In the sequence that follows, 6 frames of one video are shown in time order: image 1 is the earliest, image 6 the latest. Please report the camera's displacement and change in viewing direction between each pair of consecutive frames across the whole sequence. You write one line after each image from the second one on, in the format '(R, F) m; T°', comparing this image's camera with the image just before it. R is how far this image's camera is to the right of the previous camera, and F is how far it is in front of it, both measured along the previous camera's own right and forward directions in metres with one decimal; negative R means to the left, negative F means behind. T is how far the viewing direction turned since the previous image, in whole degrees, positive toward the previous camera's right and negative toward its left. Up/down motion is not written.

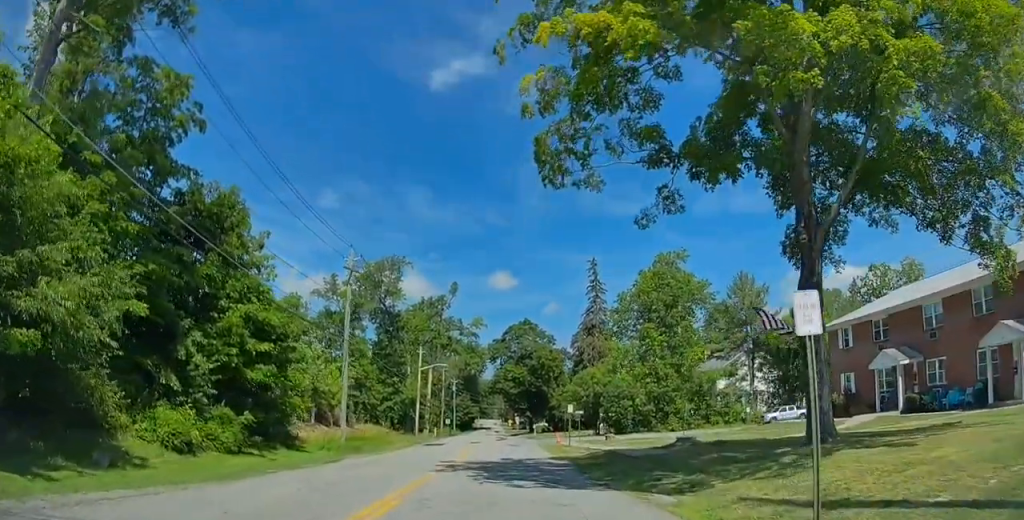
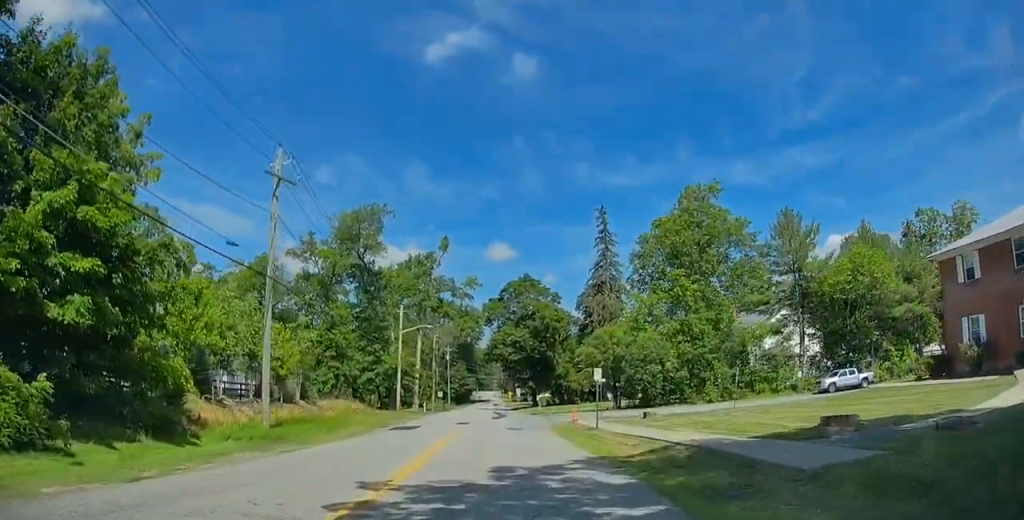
(-0.1, +12.1) m; -3°
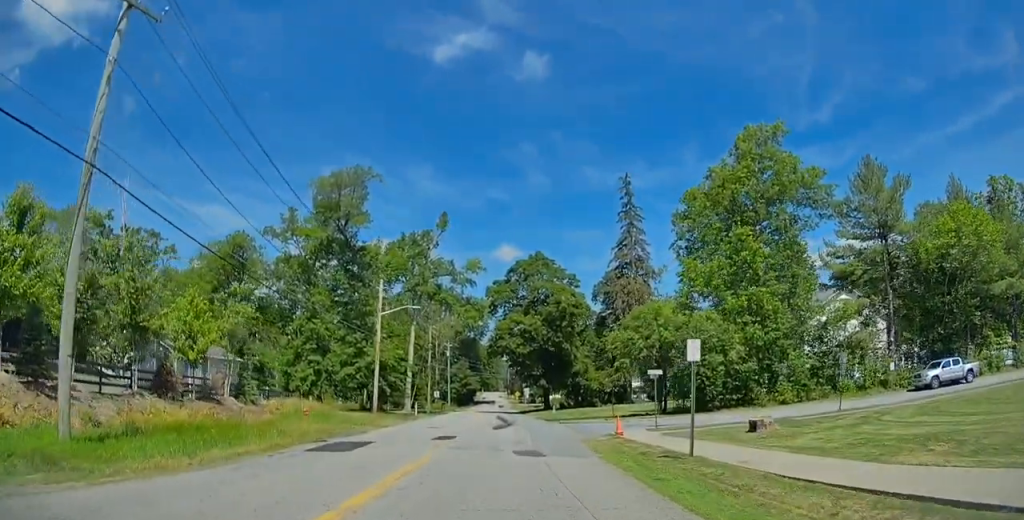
(-0.4, +12.5) m; -2°
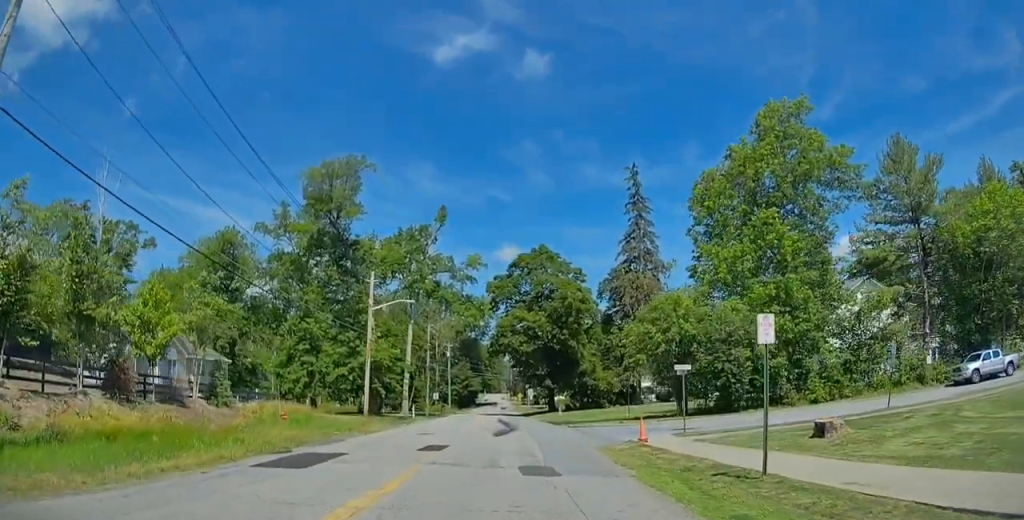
(-0.1, +3.8) m; 0°
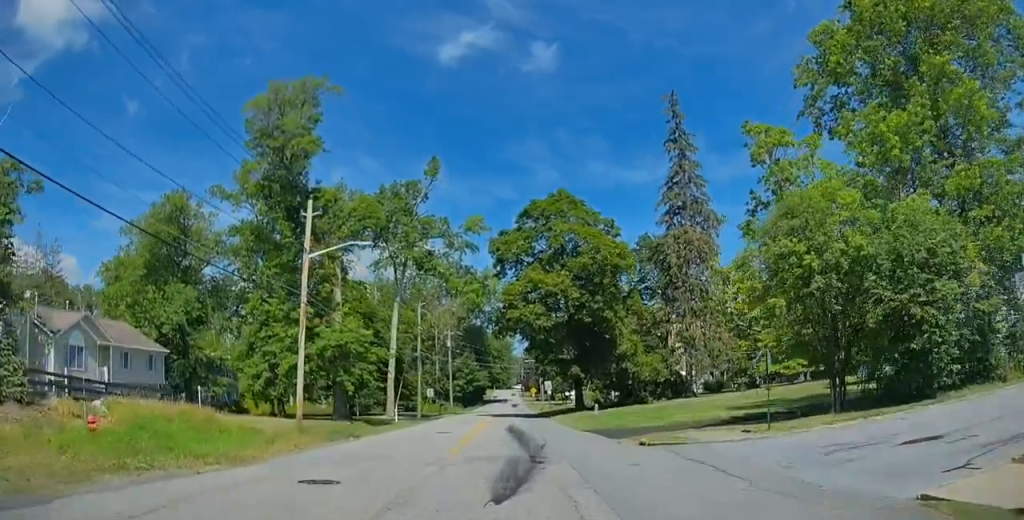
(+0.3, +15.0) m; +1°
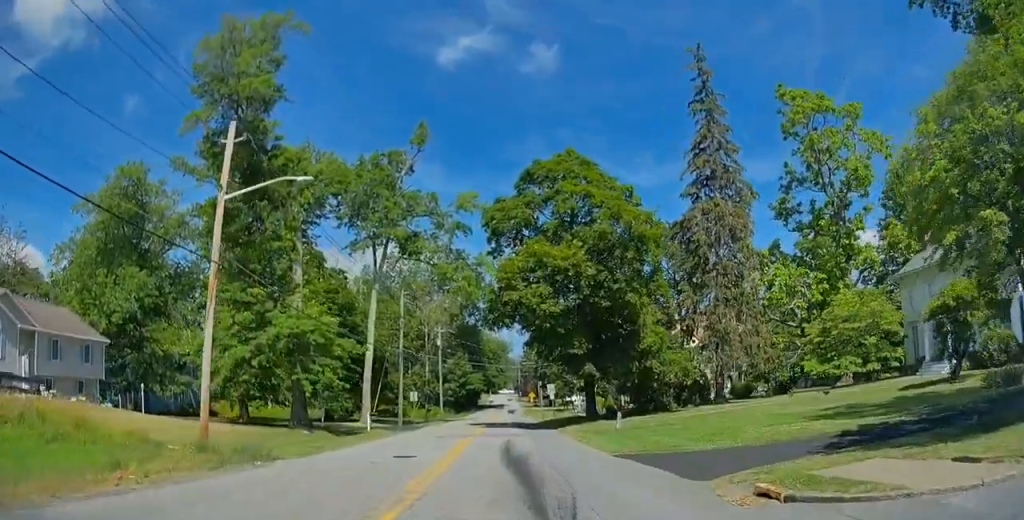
(-0.1, +8.5) m; 0°
